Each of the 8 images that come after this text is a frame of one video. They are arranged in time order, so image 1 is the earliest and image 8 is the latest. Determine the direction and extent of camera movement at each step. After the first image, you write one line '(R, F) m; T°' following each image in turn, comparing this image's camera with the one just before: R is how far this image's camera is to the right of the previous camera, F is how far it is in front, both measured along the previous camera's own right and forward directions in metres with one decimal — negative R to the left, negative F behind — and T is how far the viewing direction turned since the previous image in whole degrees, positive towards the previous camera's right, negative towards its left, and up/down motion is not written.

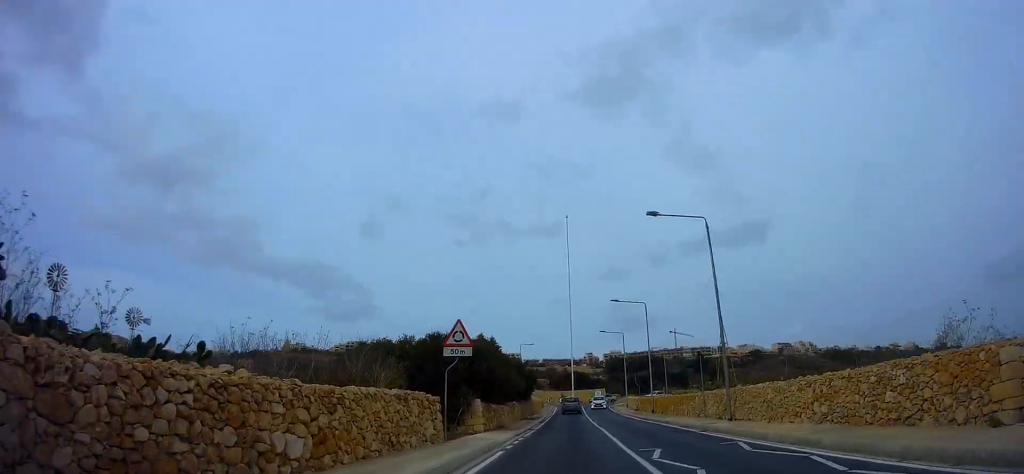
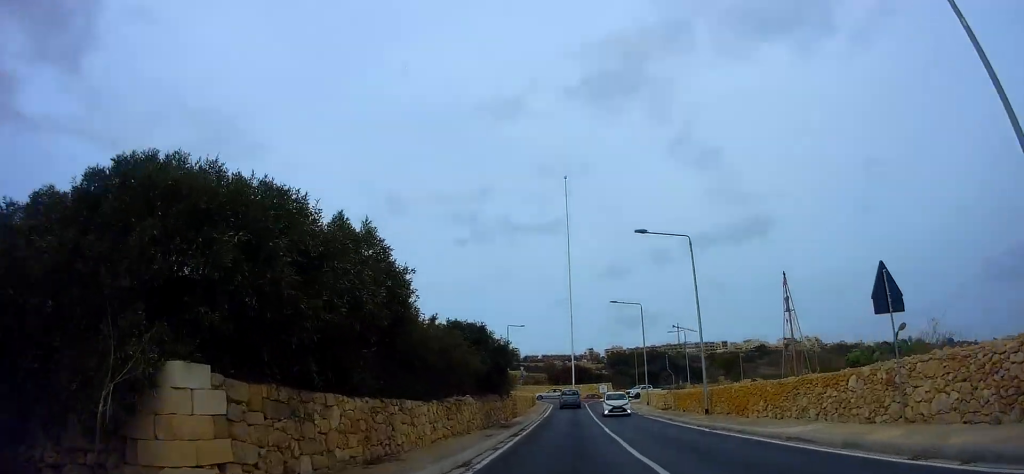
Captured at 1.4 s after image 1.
(+0.1, +17.2) m; +1°
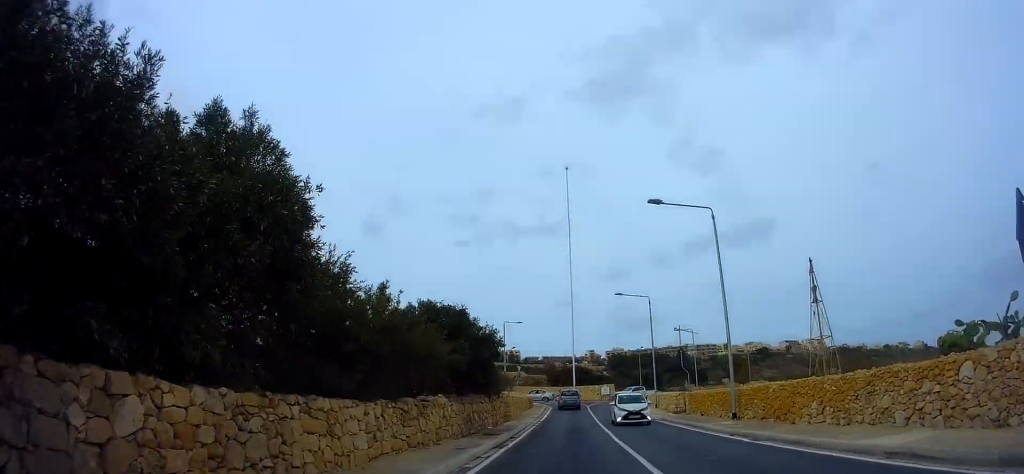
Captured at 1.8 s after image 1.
(0.0, +4.5) m; 0°
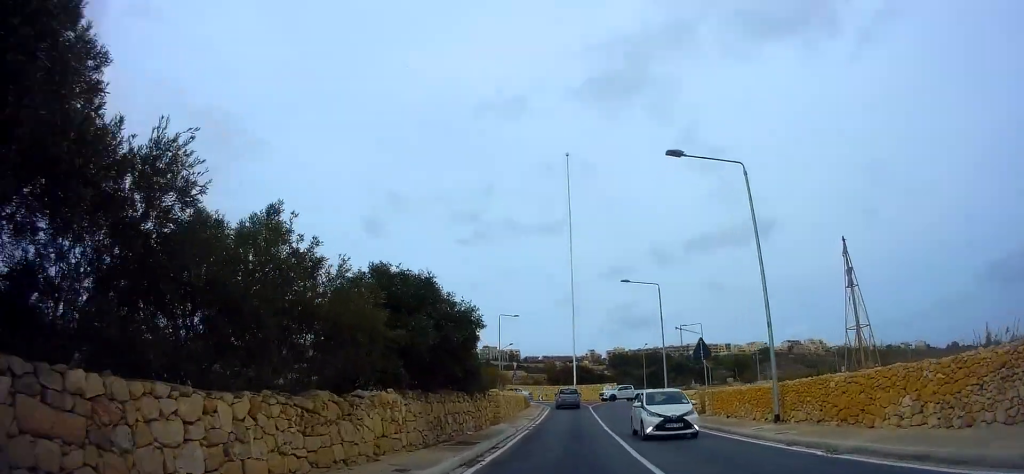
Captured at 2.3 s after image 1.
(0.0, +4.7) m; 0°
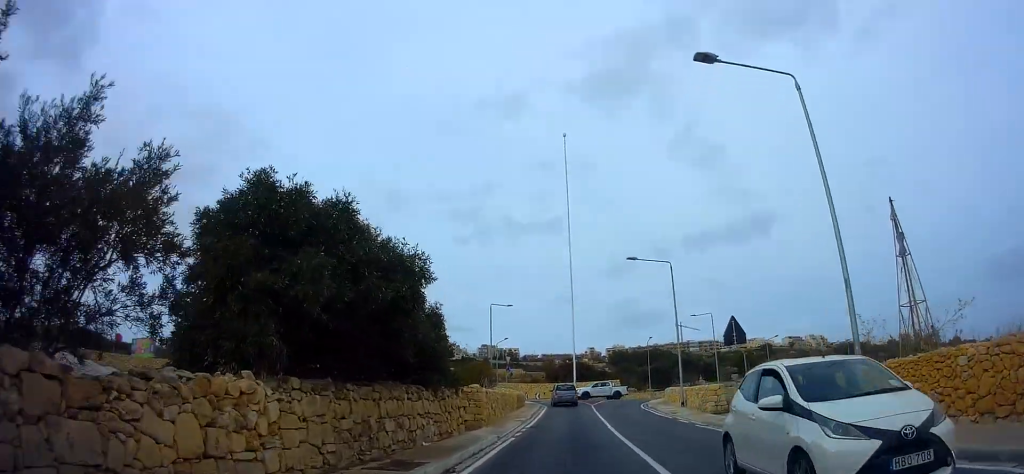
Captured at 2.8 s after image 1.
(0.0, +5.8) m; 0°
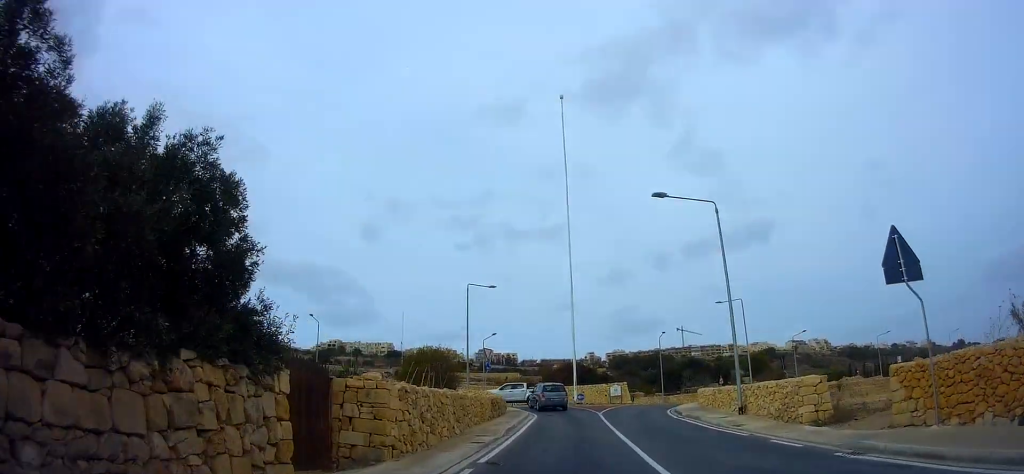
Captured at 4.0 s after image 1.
(+0.1, +12.0) m; +1°
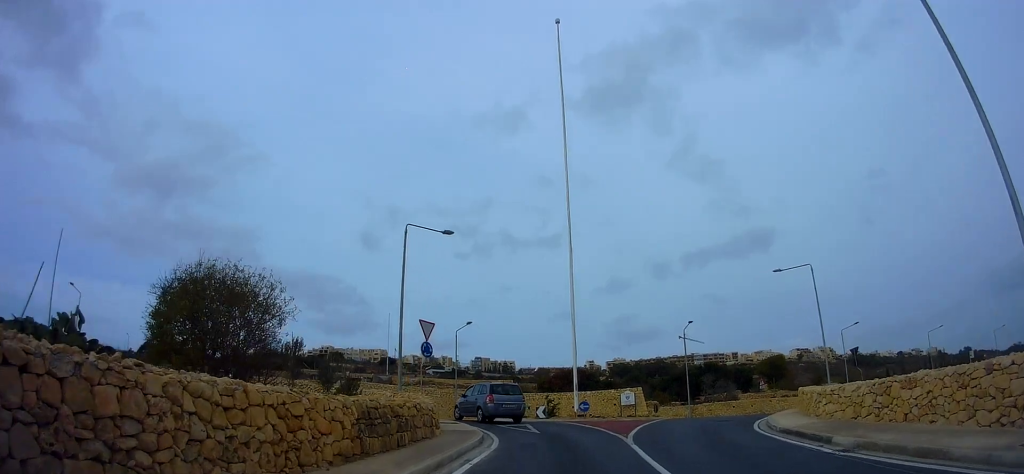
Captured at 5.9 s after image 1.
(+0.1, +16.2) m; +1°
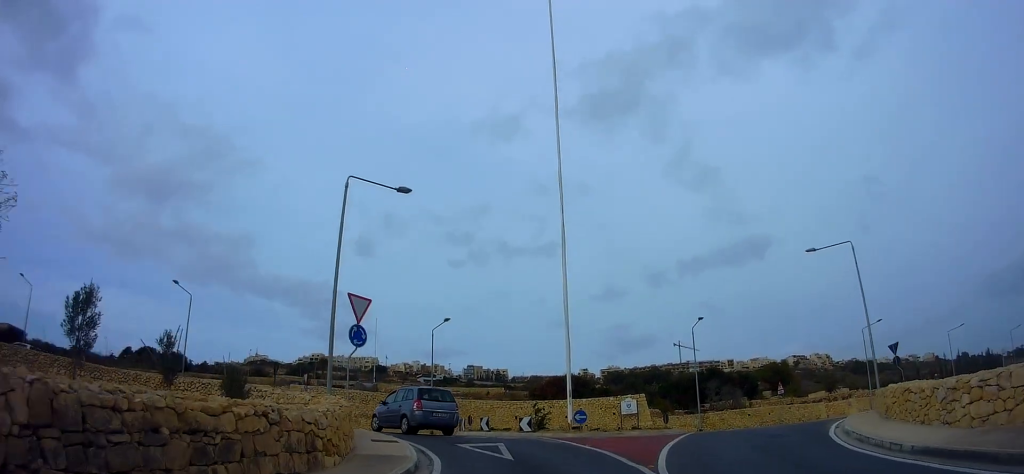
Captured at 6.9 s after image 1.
(+0.2, +6.8) m; -4°
